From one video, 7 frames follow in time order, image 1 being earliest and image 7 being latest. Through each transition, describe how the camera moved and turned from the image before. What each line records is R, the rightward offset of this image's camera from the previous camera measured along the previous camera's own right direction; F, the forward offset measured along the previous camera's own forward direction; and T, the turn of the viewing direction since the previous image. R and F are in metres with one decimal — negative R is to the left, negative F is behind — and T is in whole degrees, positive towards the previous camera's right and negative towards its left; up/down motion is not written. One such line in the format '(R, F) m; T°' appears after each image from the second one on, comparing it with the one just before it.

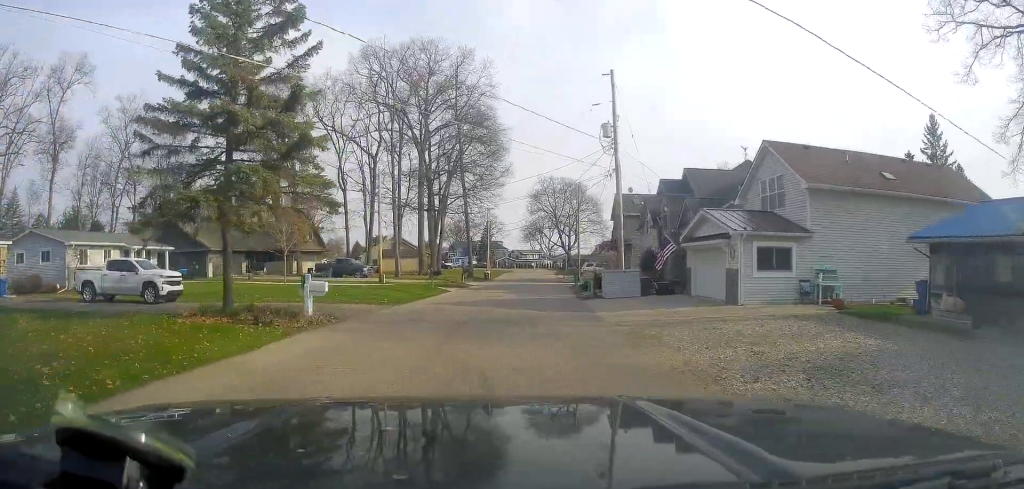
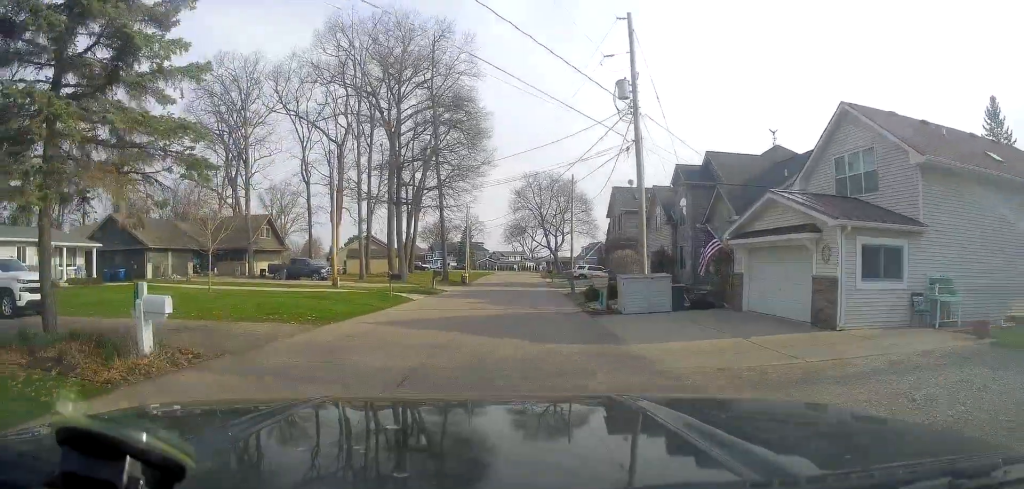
(+0.5, +8.0) m; +2°
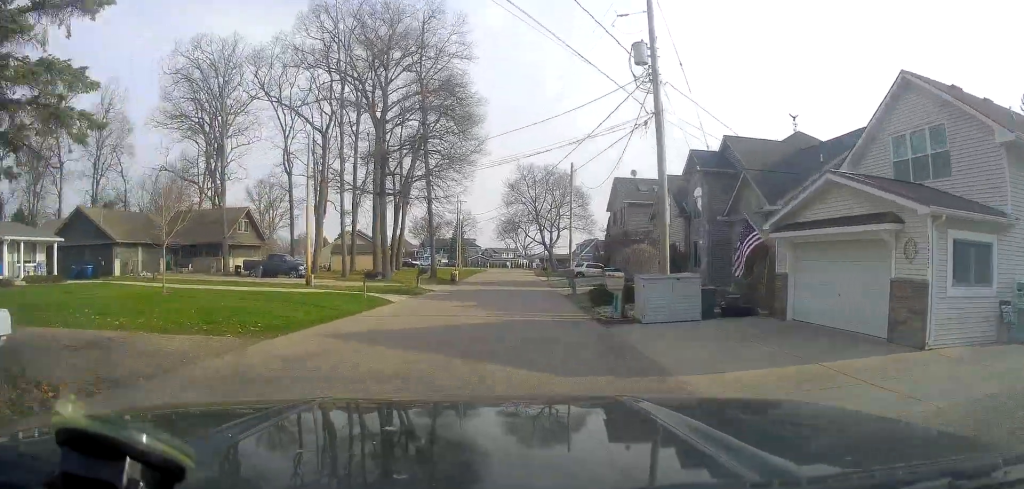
(-0.2, +3.9) m; 0°
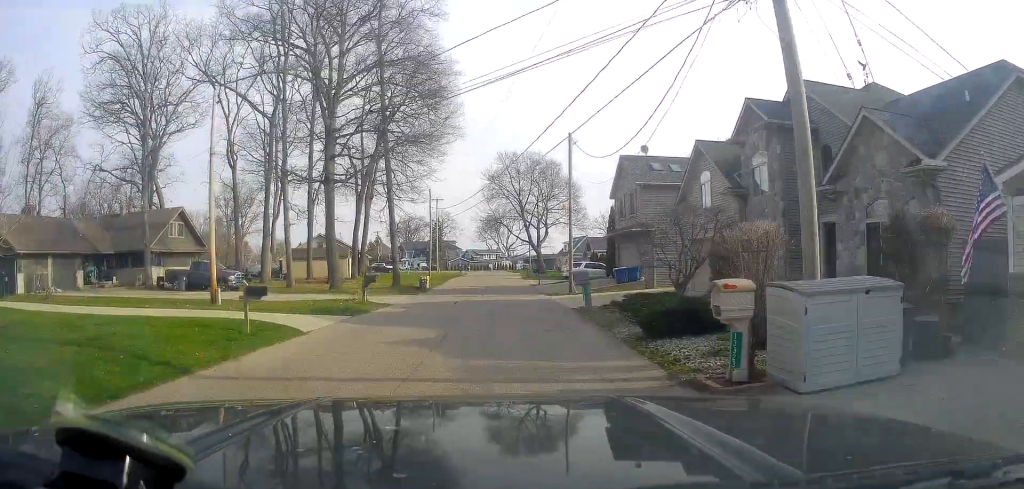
(0.0, +10.1) m; +2°
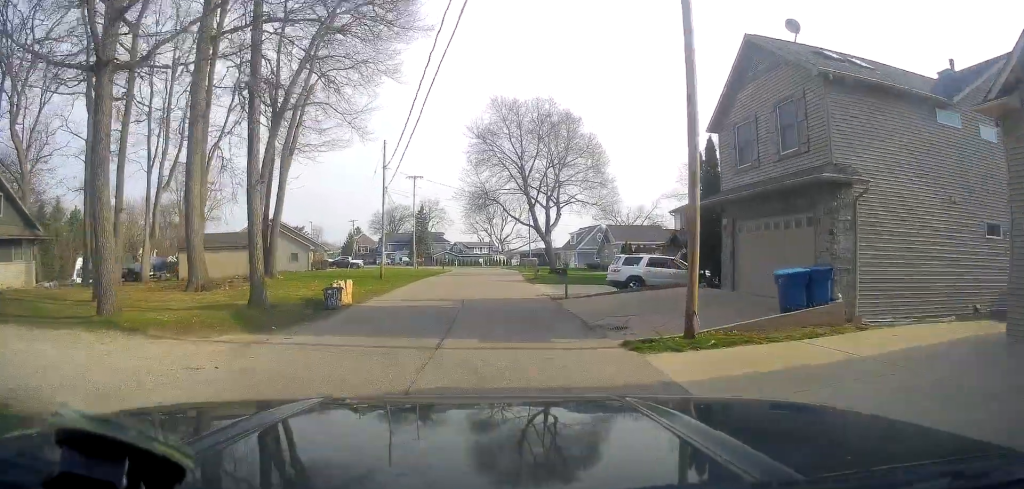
(+1.1, +21.8) m; 0°
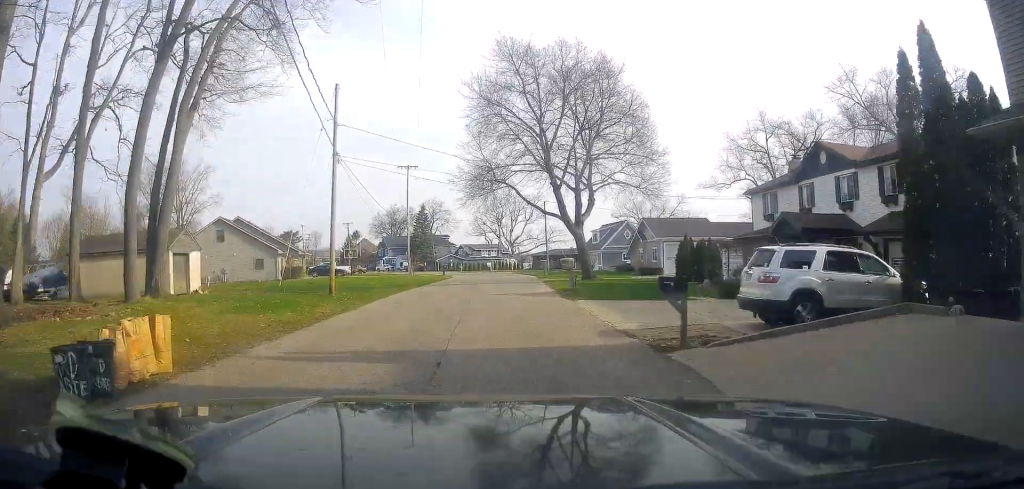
(-0.5, +13.7) m; 0°
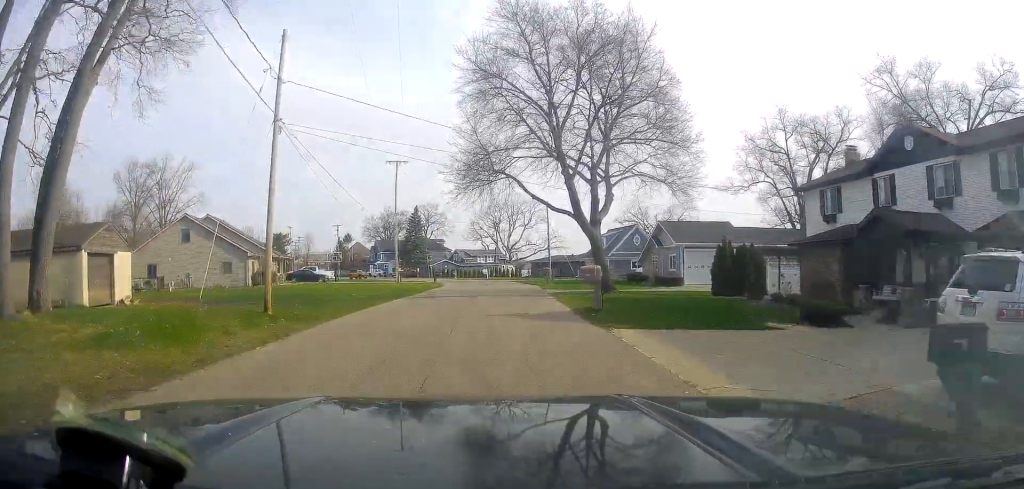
(+0.1, +6.7) m; +4°
